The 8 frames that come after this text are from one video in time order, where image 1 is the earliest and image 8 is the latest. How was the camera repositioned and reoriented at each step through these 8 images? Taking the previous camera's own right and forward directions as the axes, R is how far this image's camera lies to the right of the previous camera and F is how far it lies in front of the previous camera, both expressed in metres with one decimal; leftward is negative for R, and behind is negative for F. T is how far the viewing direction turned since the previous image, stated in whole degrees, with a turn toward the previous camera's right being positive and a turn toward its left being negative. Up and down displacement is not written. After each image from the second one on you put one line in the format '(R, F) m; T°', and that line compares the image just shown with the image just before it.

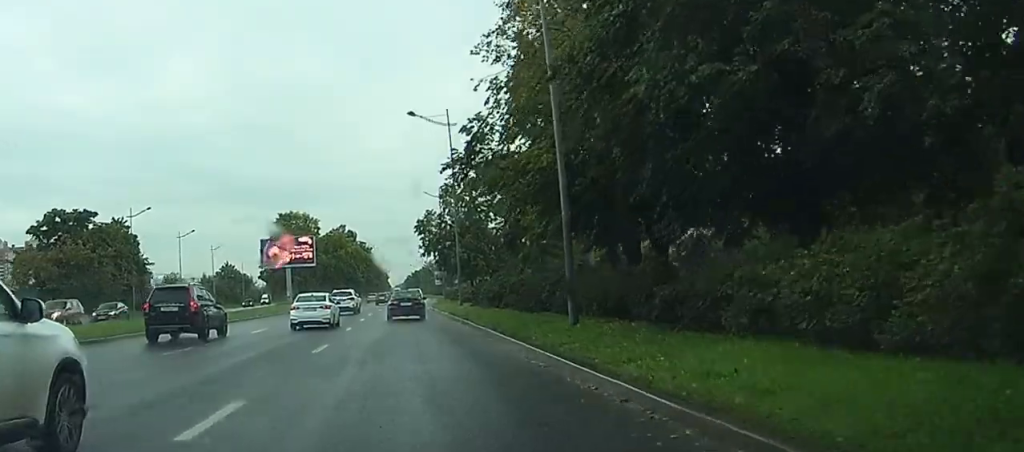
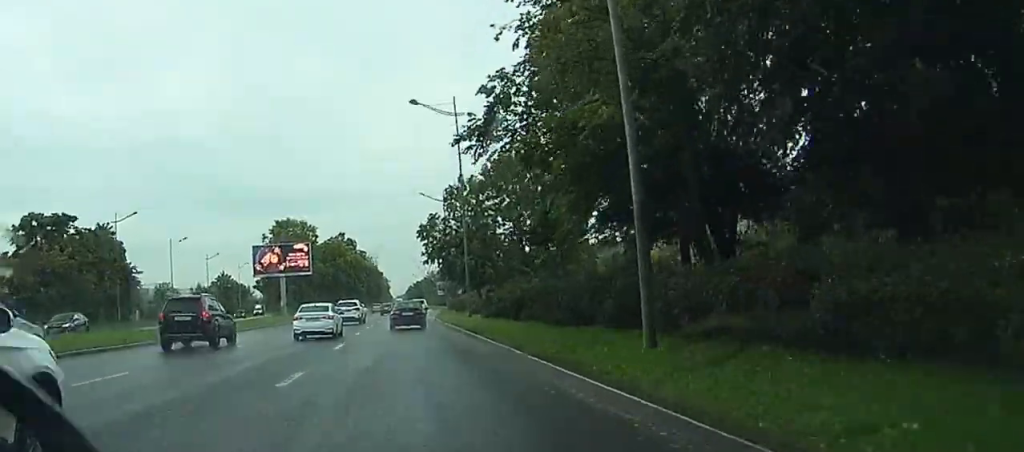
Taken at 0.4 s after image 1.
(0.0, +5.6) m; 0°
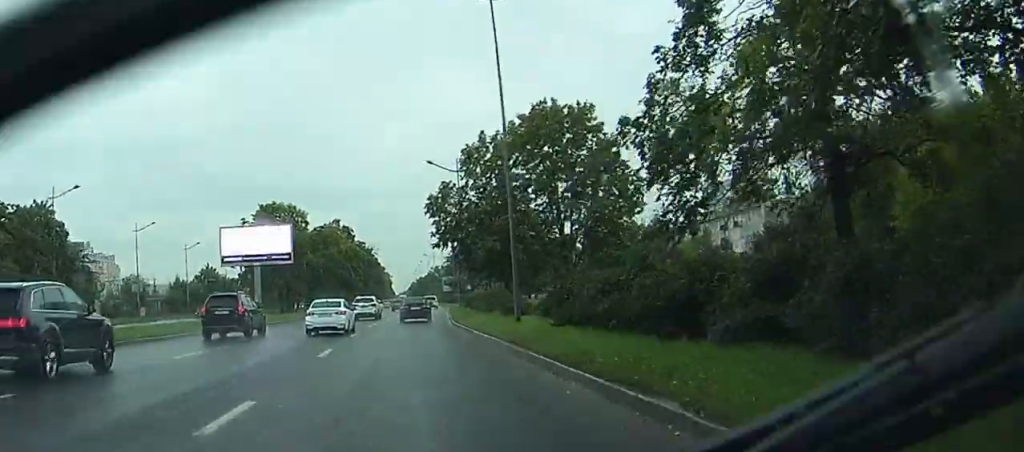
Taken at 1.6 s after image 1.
(0.0, +17.4) m; 0°
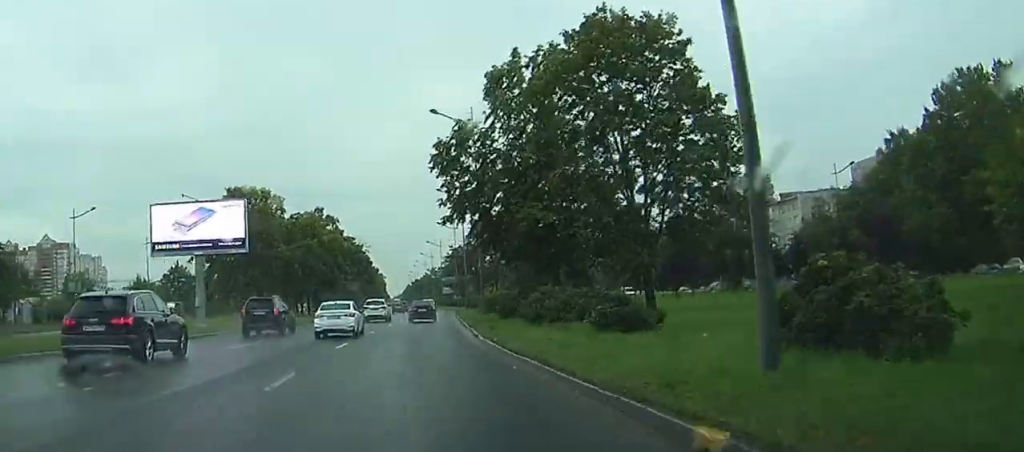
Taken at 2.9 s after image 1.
(0.0, +19.4) m; 0°
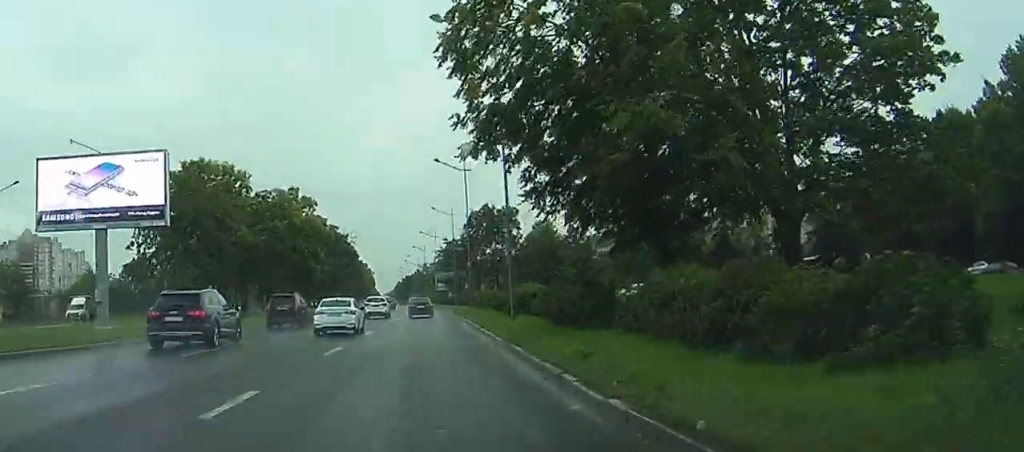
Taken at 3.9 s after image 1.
(0.0, +16.4) m; 0°
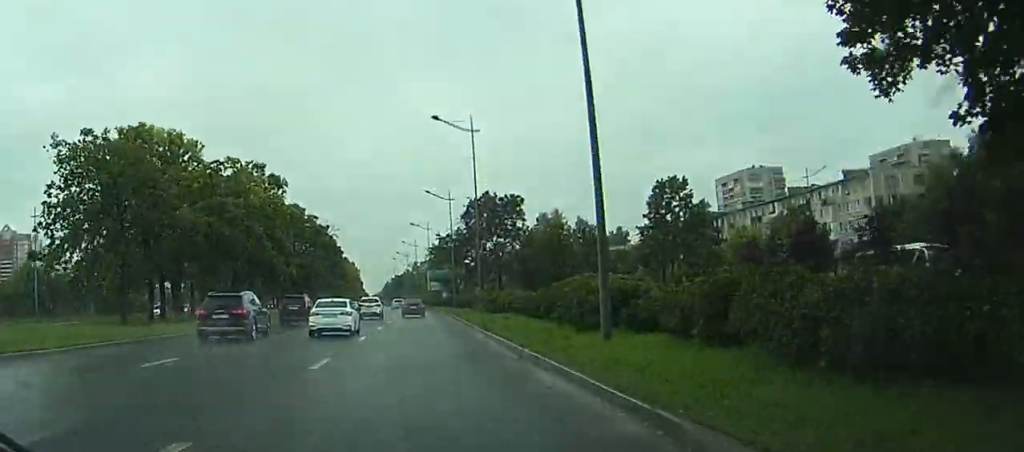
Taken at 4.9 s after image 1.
(0.0, +16.3) m; +1°
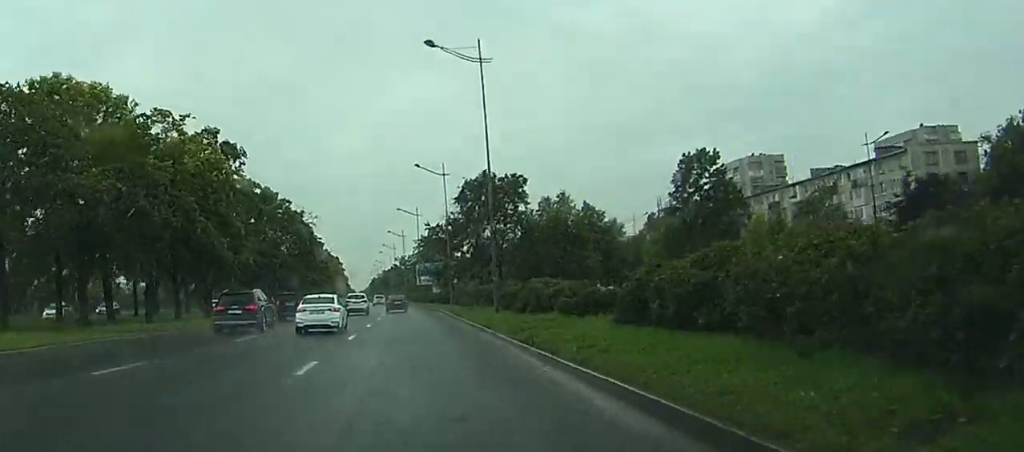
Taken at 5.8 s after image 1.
(+0.1, +14.4) m; +1°
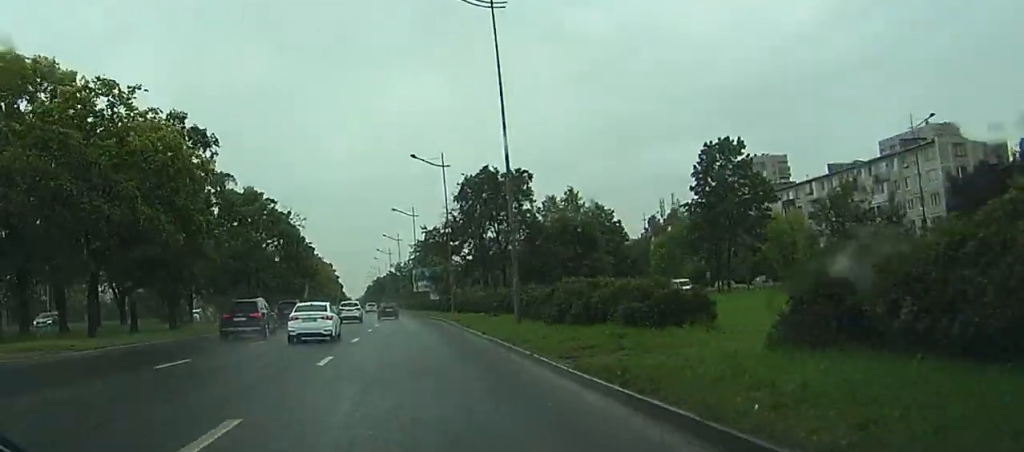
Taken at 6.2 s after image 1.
(+0.1, +7.8) m; 0°
